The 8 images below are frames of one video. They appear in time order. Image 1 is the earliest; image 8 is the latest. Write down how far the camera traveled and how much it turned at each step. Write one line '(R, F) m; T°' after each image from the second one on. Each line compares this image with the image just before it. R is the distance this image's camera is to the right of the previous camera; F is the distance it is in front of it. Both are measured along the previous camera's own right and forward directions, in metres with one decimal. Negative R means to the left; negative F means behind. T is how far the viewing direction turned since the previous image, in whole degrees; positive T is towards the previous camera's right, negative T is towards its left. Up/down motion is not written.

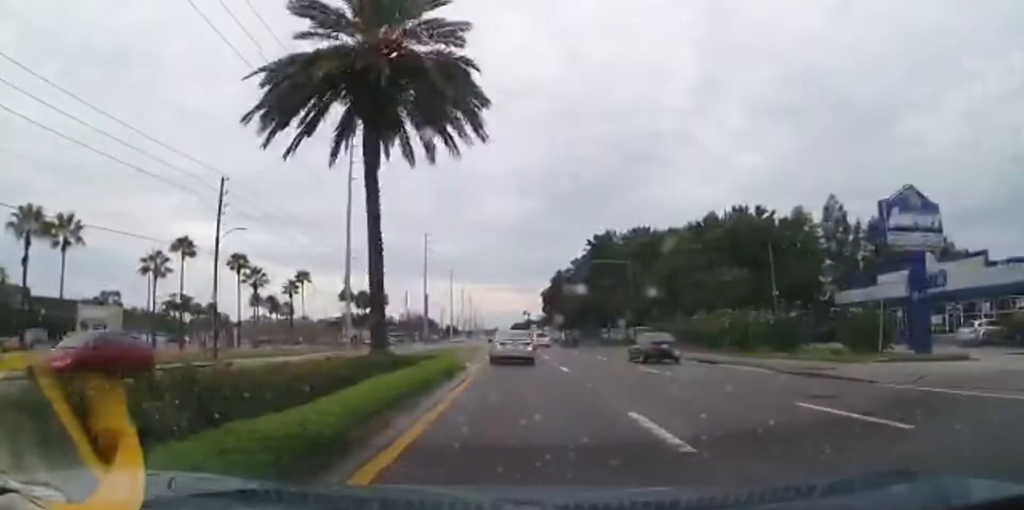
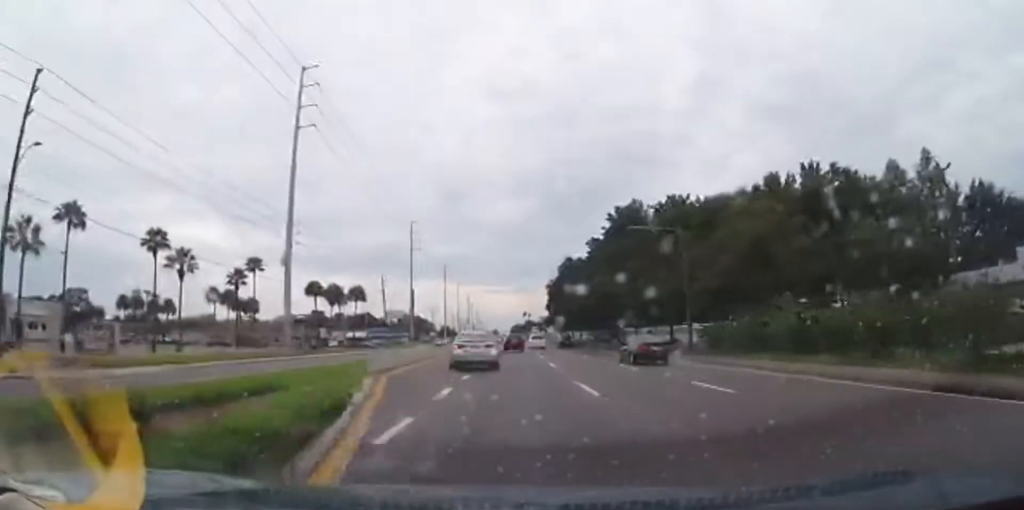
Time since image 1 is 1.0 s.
(-0.1, +18.7) m; 0°
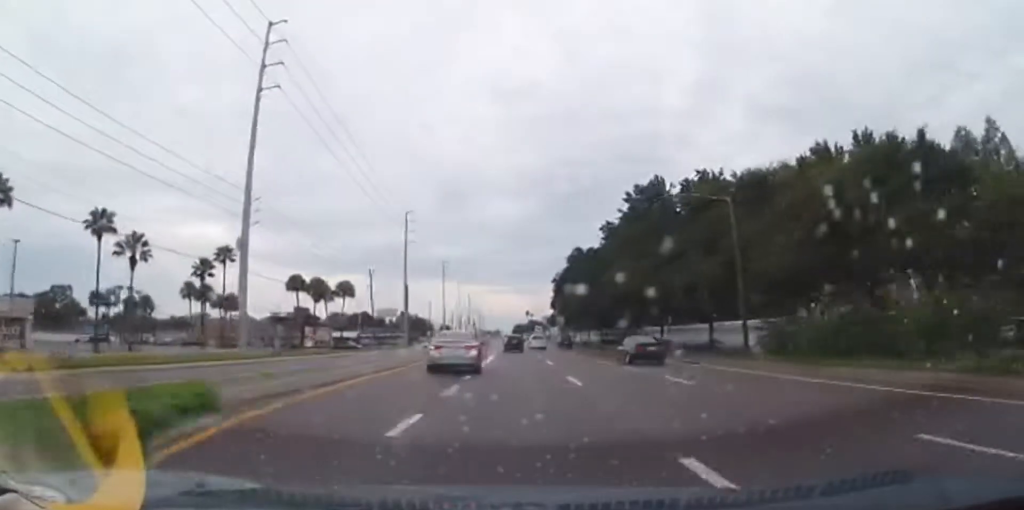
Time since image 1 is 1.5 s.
(0.0, +9.4) m; 0°
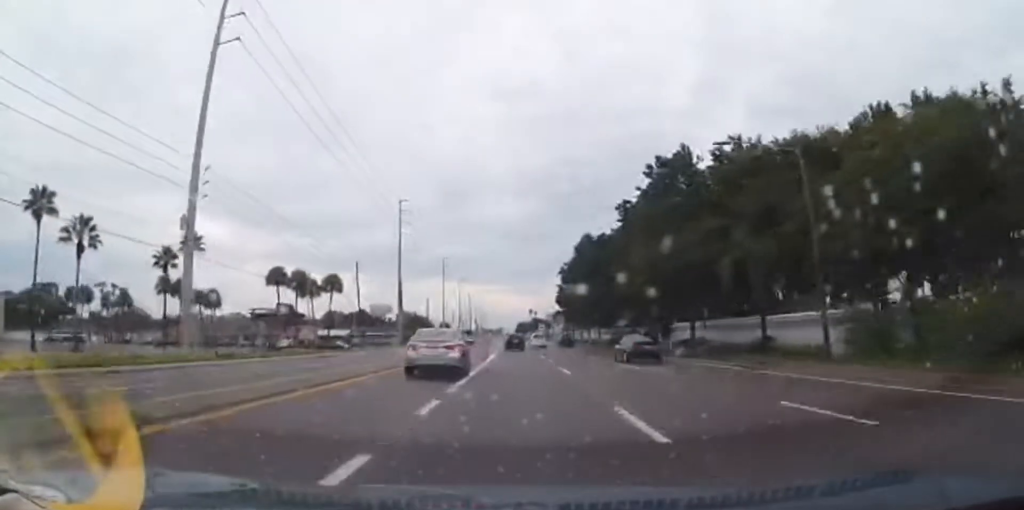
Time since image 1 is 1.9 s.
(0.0, +8.2) m; 0°
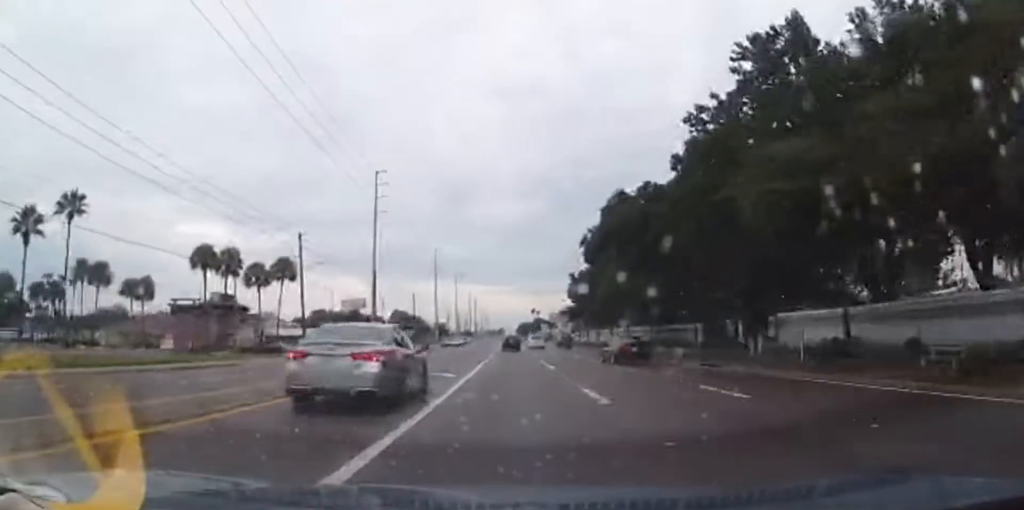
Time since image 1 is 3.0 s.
(+0.1, +20.4) m; 0°
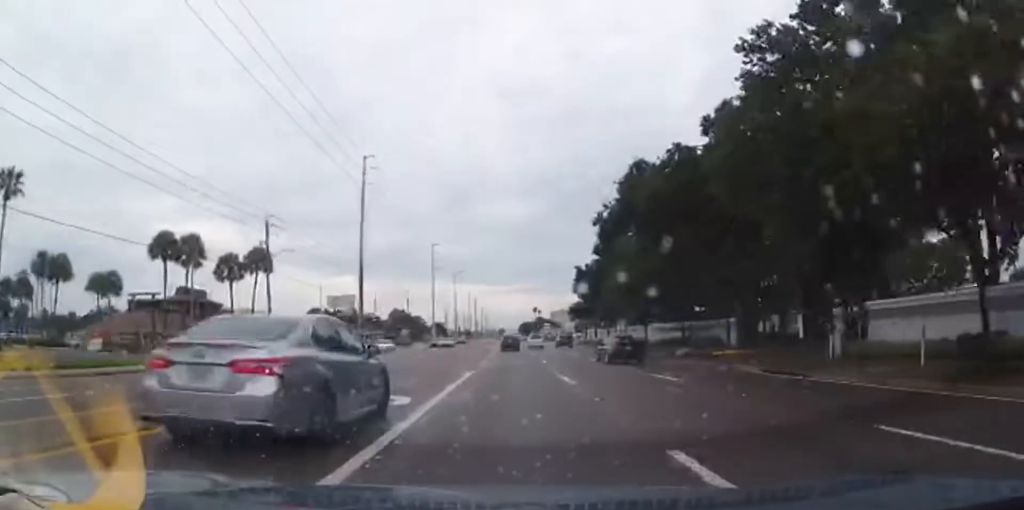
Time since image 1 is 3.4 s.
(+0.2, +7.8) m; 0°
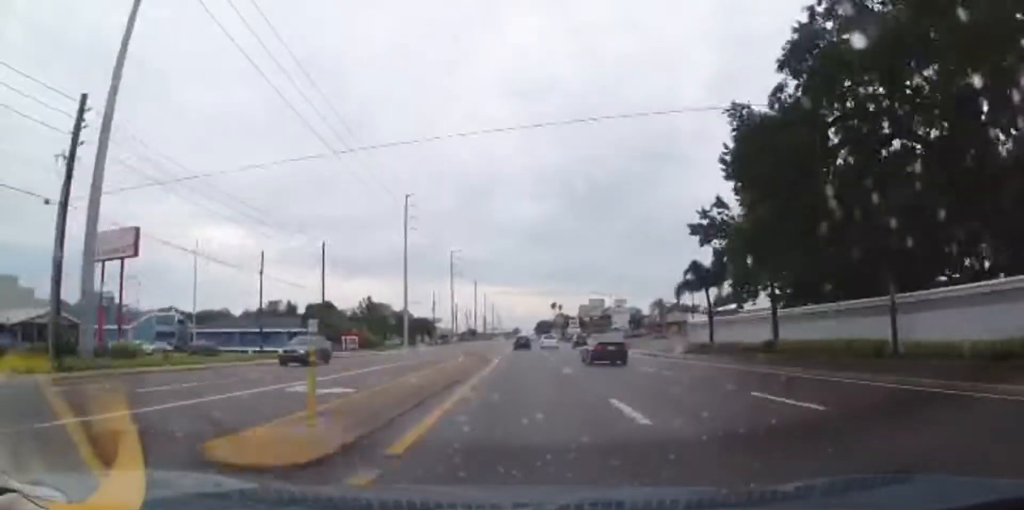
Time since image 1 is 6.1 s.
(-1.3, +55.0) m; -1°
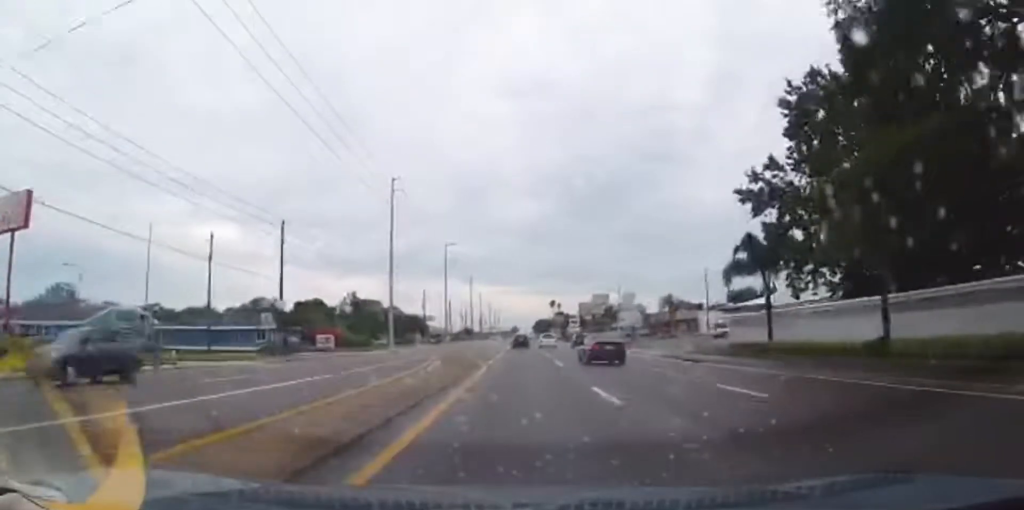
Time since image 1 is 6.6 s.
(0.0, +9.8) m; 0°
